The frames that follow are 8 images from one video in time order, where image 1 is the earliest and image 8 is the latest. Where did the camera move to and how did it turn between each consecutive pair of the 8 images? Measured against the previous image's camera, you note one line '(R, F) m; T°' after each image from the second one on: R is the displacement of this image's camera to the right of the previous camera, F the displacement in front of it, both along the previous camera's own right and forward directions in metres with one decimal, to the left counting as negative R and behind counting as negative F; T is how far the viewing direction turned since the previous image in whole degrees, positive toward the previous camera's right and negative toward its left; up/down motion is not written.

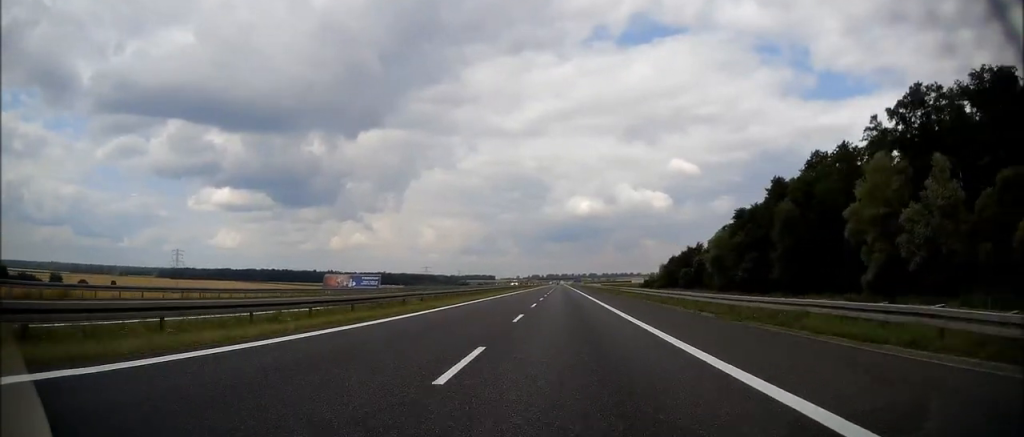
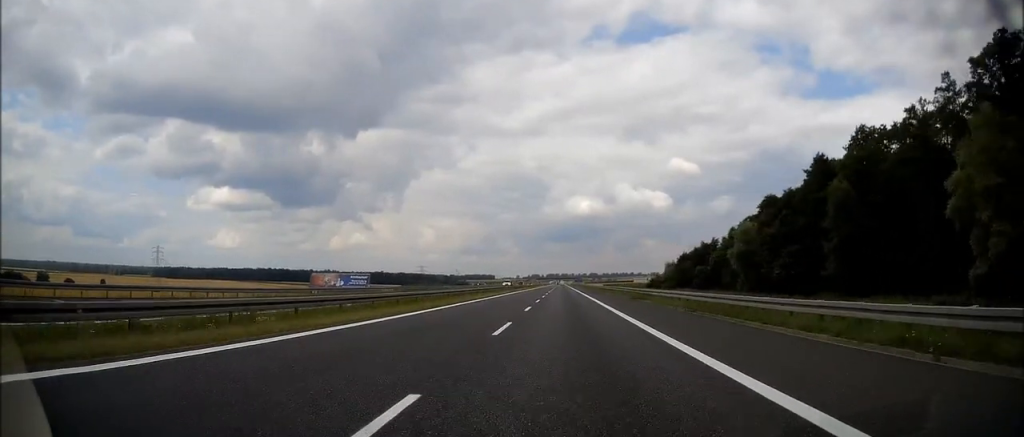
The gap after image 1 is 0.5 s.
(0.0, +17.1) m; 0°
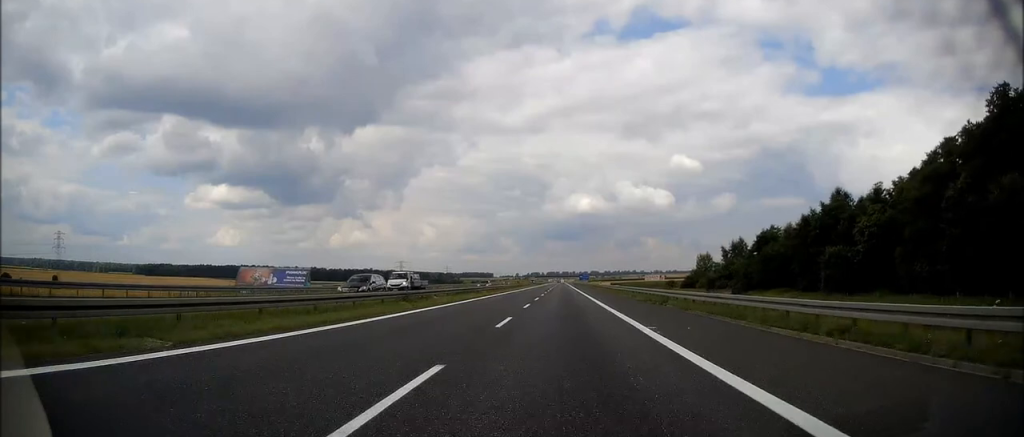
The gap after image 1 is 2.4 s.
(-0.6, +70.1) m; 0°
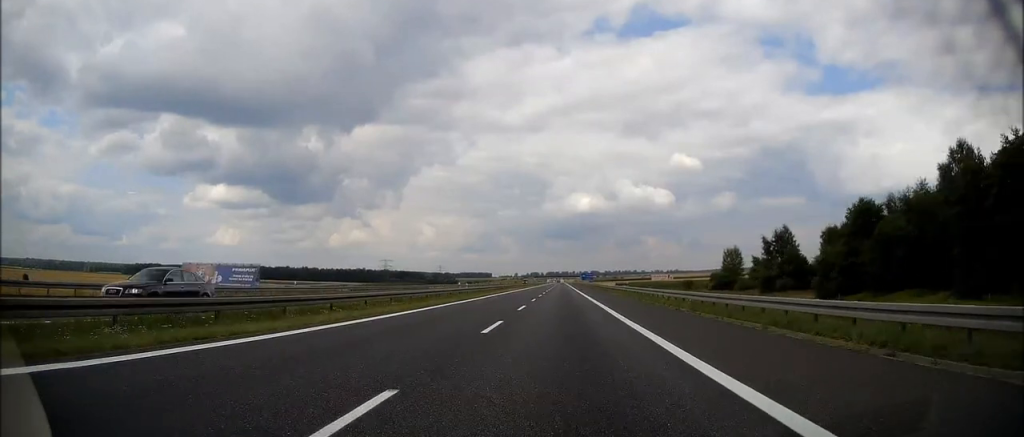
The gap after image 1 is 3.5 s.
(0.0, +38.2) m; 0°
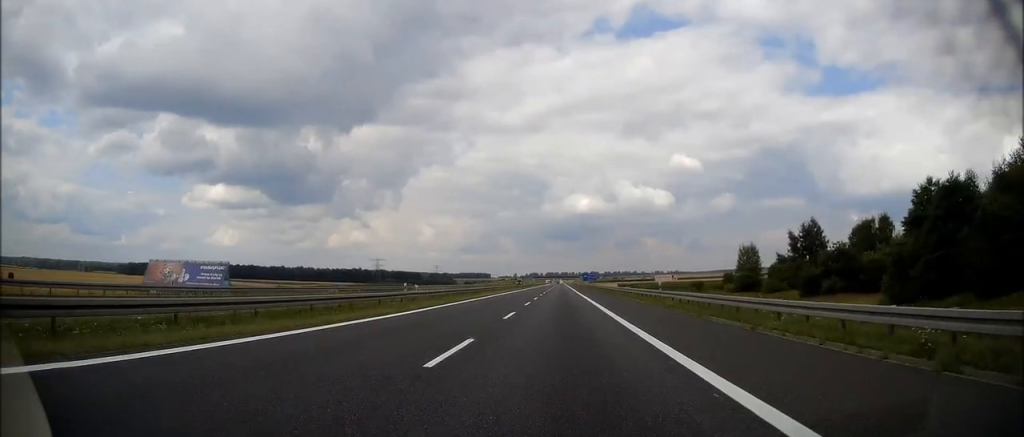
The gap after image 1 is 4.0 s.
(0.0, +17.7) m; 0°
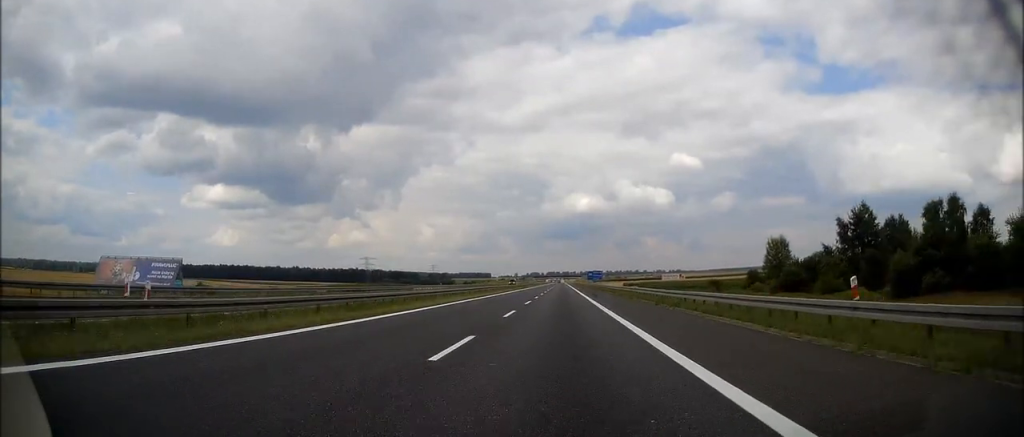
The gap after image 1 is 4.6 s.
(+0.2, +23.4) m; 0°
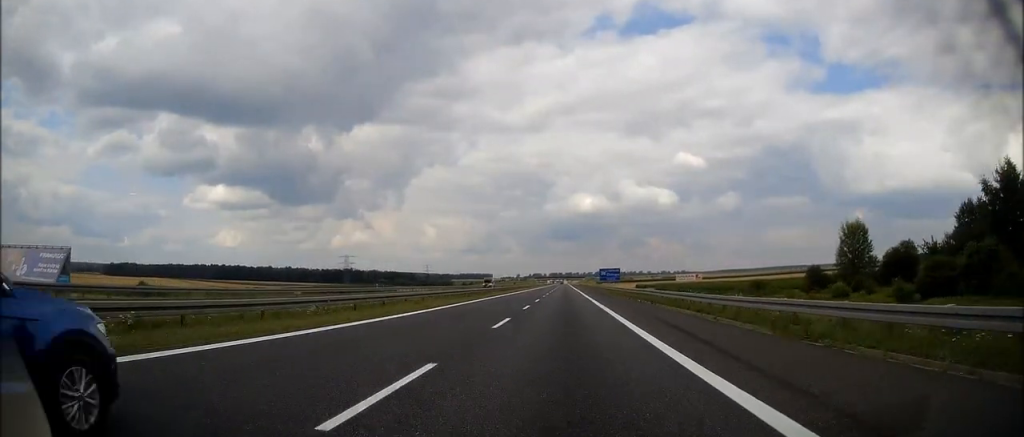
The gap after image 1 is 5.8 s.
(+0.1, +40.6) m; -1°
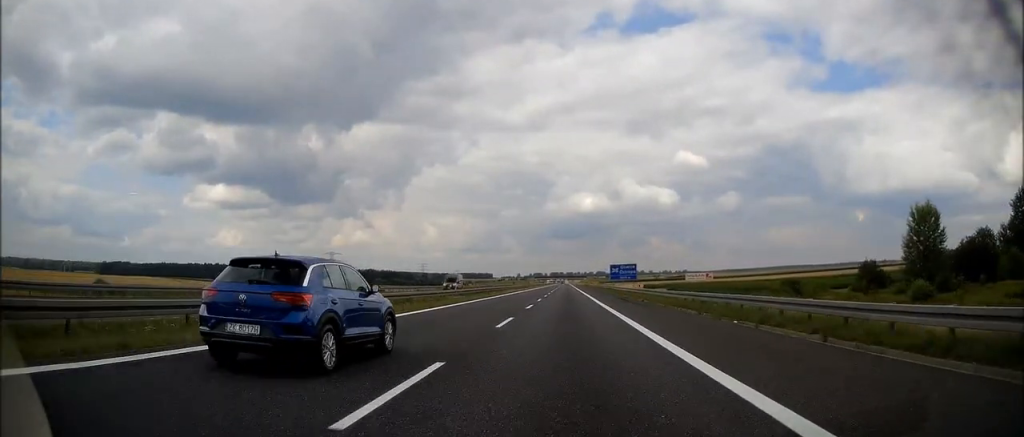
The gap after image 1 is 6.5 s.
(-0.2, +24.1) m; -1°
